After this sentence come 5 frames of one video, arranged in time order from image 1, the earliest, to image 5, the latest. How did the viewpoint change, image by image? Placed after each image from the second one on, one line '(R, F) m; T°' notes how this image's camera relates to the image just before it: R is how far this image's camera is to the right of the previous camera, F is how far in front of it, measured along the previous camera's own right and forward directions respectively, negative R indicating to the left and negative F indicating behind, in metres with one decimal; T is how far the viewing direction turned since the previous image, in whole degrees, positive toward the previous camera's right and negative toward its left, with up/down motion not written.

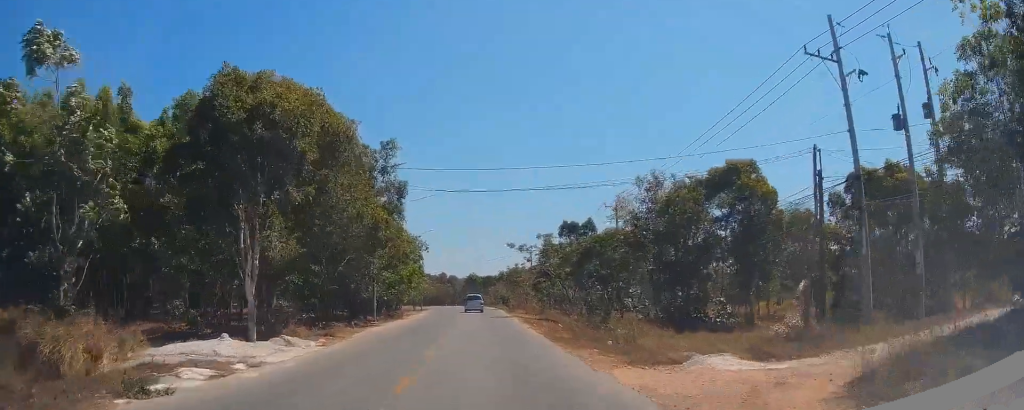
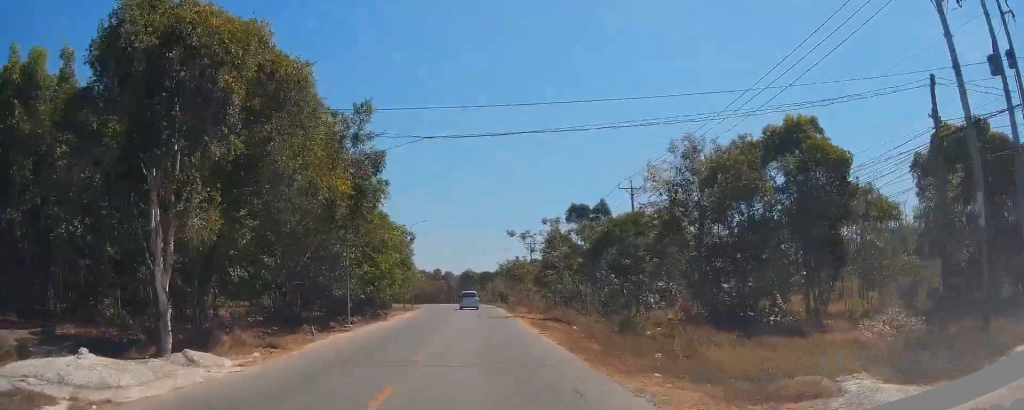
(0.0, +7.3) m; -1°
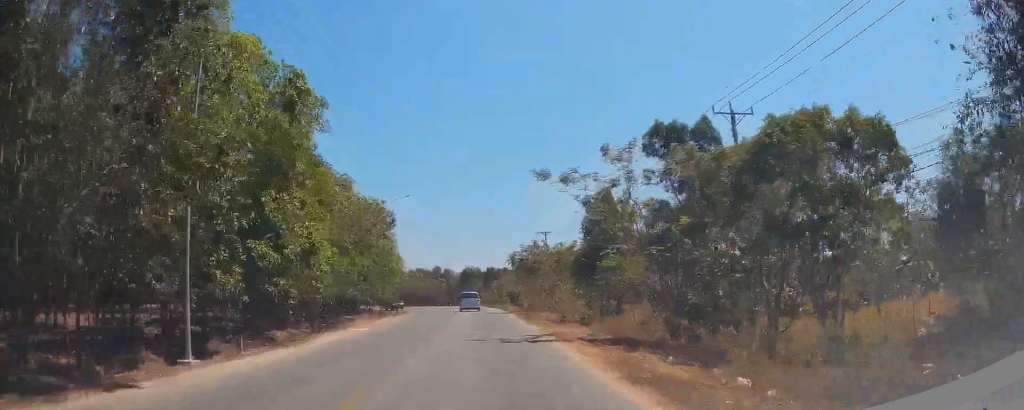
(-0.2, +20.1) m; +1°
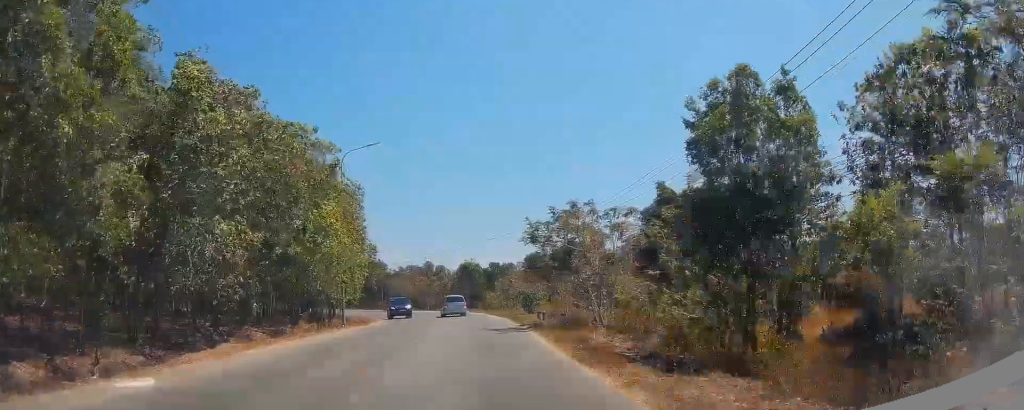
(-0.2, +19.8) m; +1°
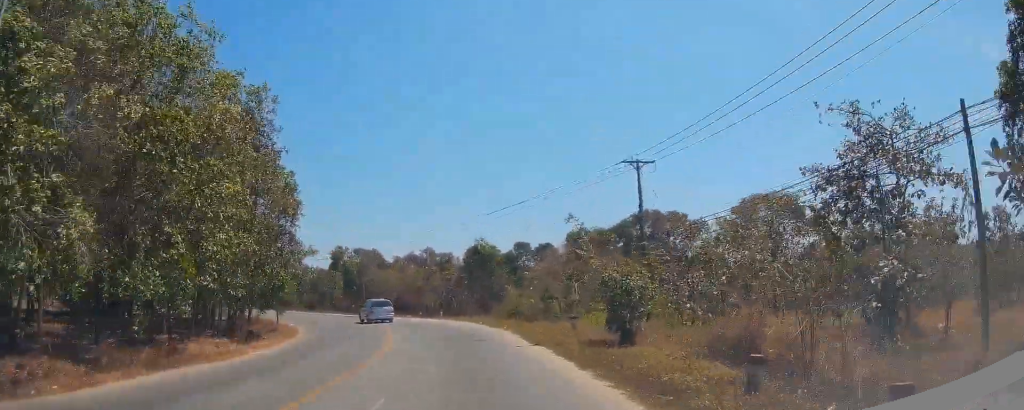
(-1.6, +29.7) m; -6°
